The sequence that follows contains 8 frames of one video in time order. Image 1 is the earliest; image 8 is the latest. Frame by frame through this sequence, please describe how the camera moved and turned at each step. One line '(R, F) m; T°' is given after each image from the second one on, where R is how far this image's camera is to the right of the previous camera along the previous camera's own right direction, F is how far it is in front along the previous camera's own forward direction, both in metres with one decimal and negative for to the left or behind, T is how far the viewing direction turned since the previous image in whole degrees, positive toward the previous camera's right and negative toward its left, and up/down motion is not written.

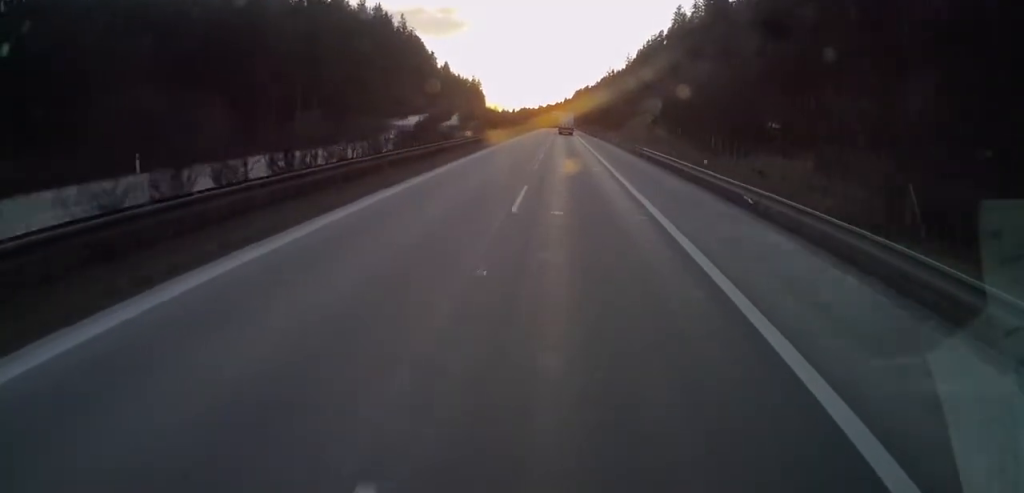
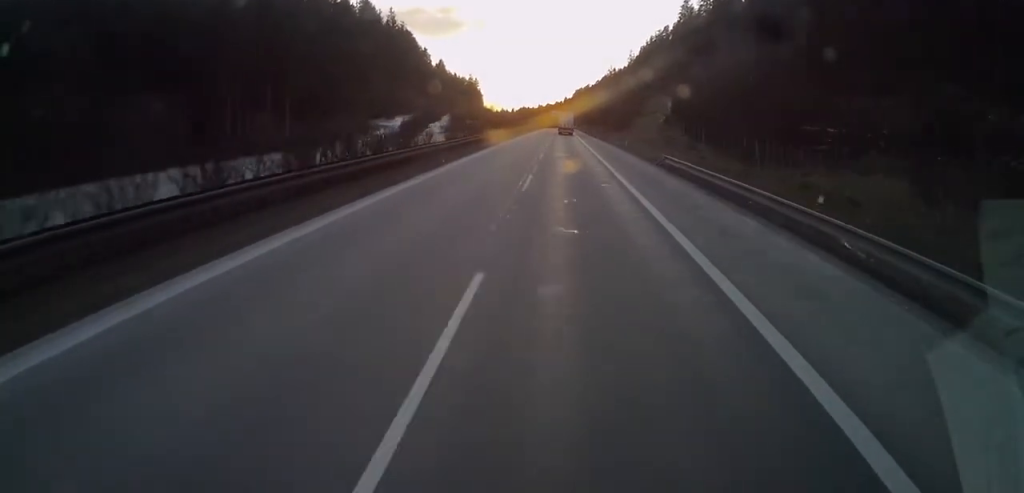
(0.0, +12.4) m; 0°
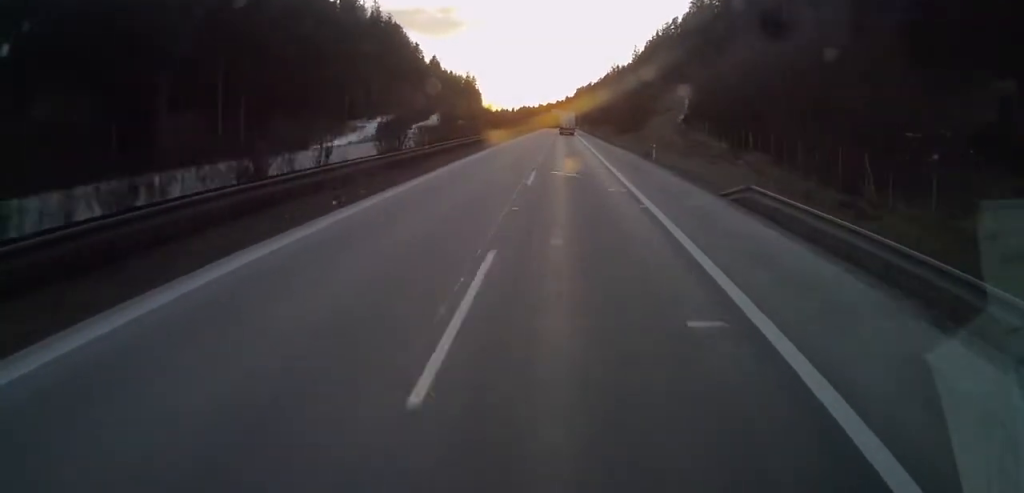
(-0.1, +16.3) m; +1°
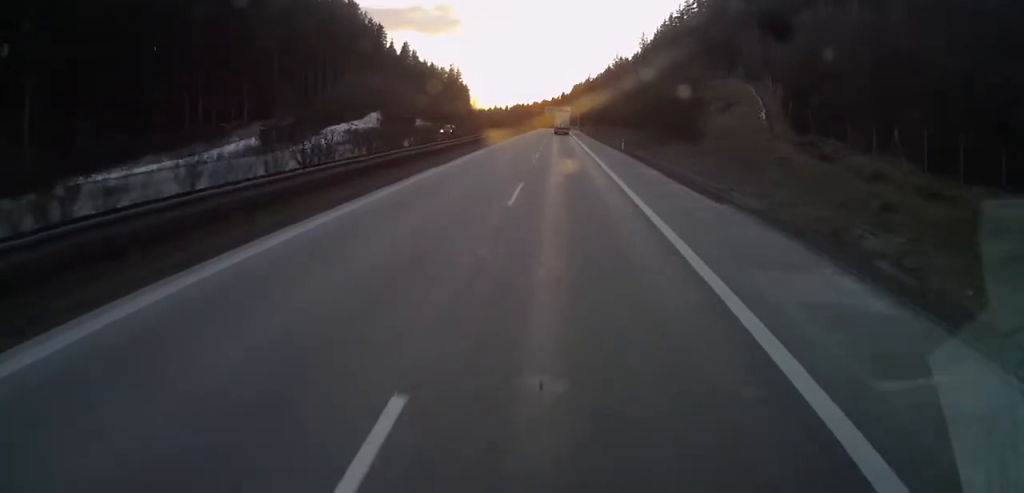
(+0.7, +41.5) m; +1°
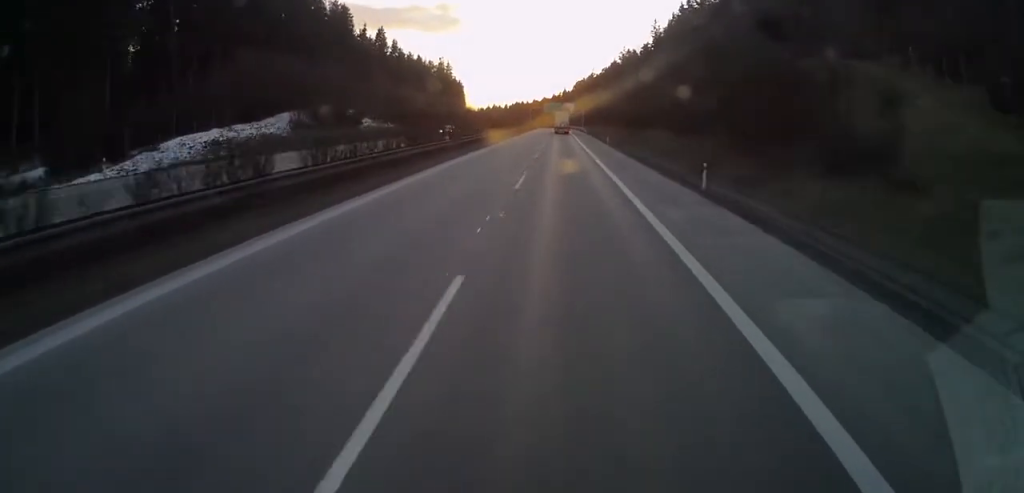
(-0.3, +31.6) m; -1°
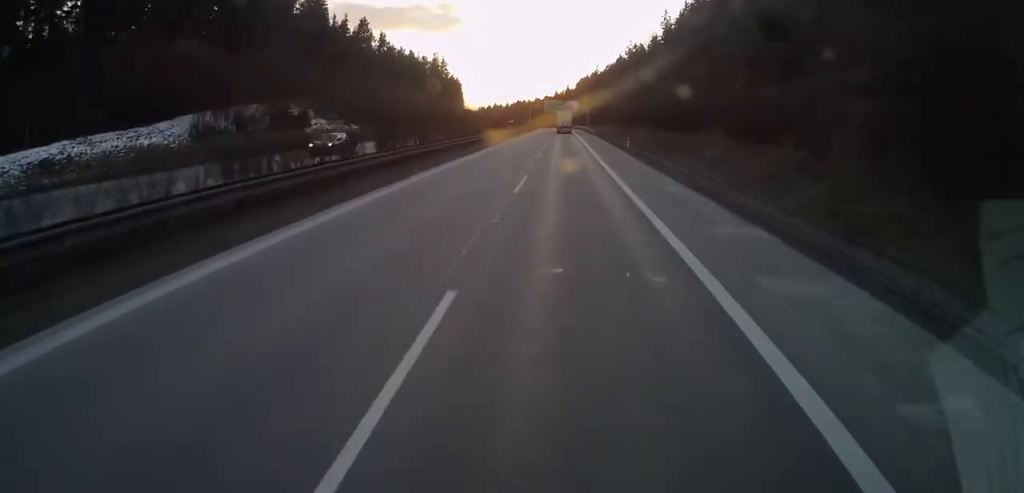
(0.0, +18.6) m; 0°
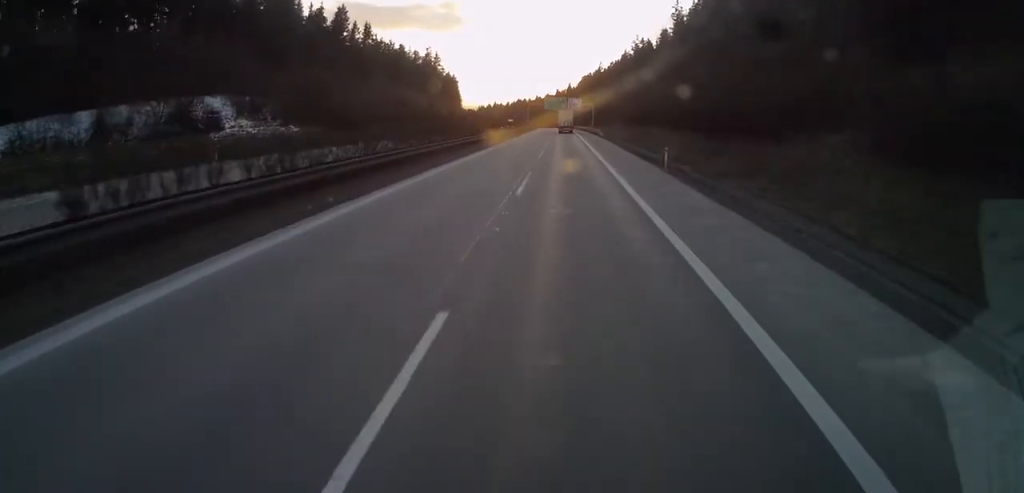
(0.0, +18.6) m; 0°
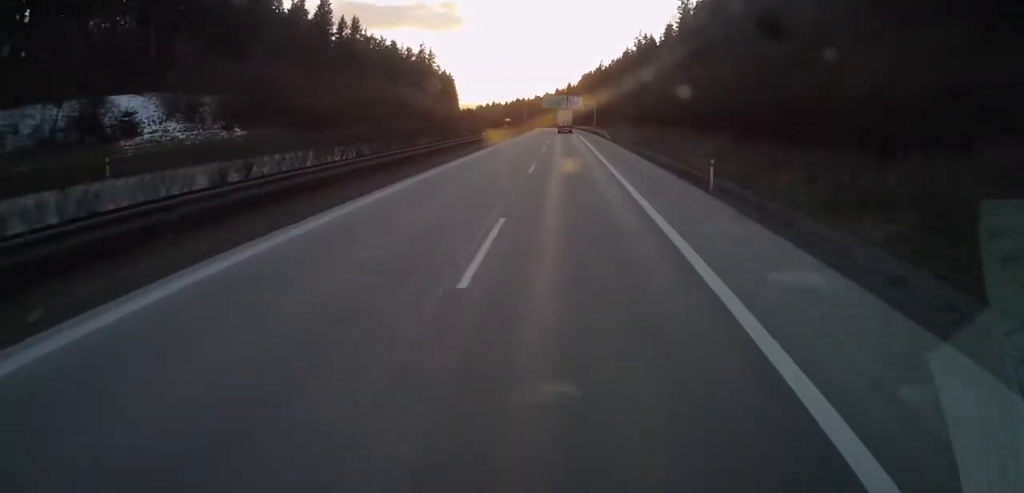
(0.0, +10.8) m; 0°
